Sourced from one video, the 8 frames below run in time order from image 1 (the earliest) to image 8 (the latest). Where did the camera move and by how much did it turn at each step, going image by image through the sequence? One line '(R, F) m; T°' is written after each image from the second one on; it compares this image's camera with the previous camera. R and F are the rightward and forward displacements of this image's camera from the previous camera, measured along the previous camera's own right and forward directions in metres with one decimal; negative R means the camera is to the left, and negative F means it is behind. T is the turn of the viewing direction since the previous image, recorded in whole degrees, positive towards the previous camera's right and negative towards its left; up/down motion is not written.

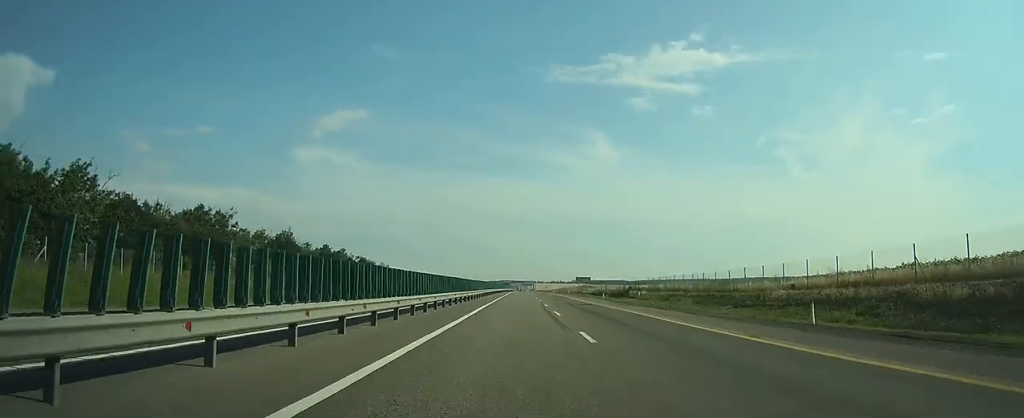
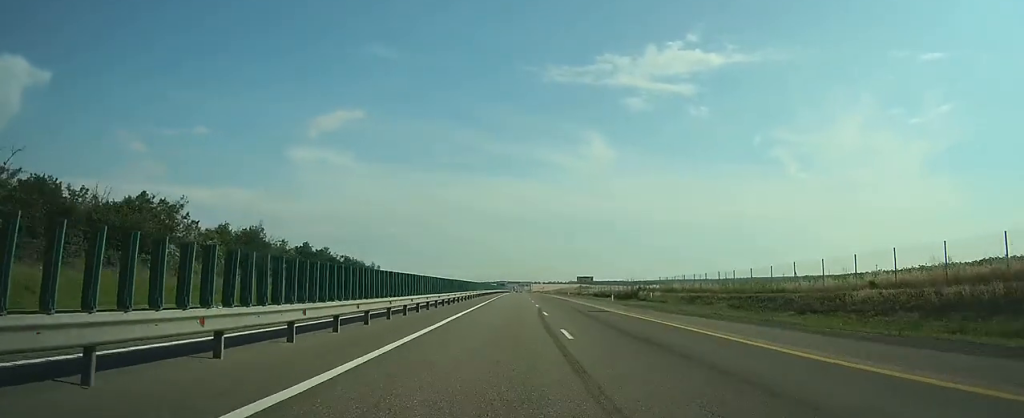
(0.0, +11.0) m; 0°
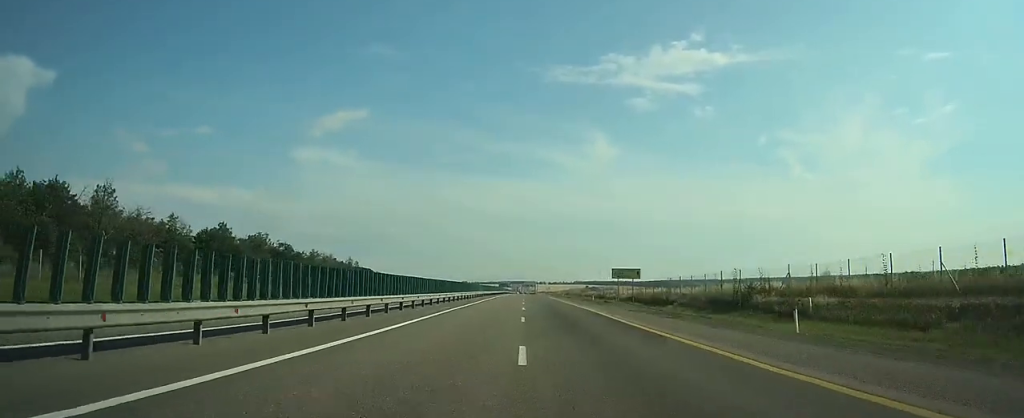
(+0.3, +40.4) m; 0°
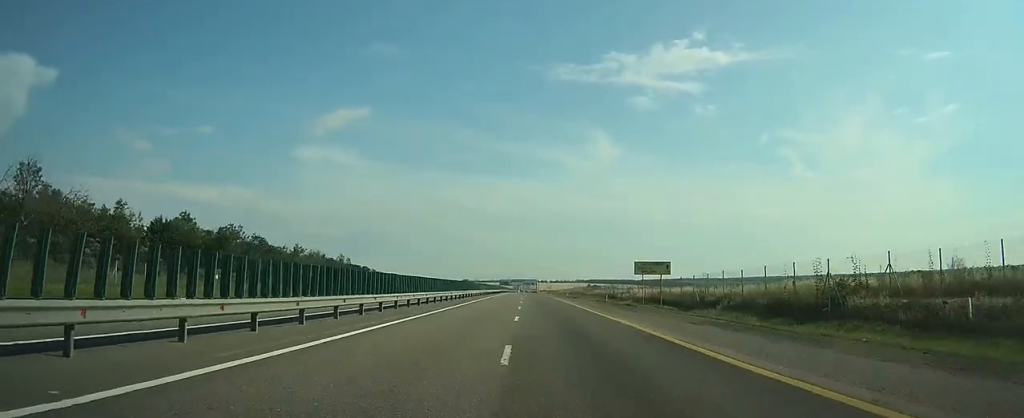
(0.0, +12.0) m; 0°
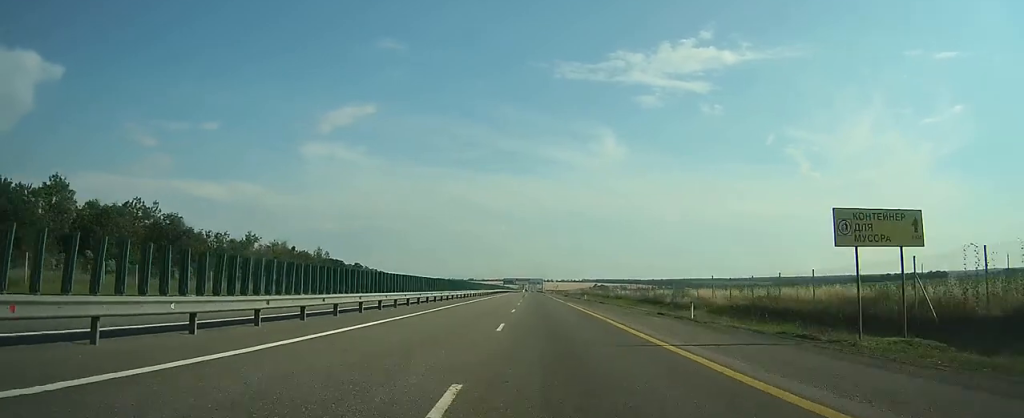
(-0.1, +28.9) m; -1°
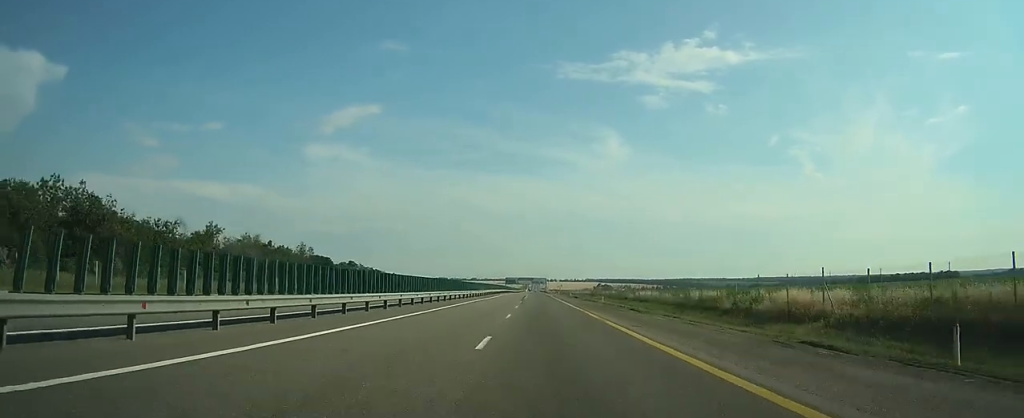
(-0.1, +16.9) m; 0°
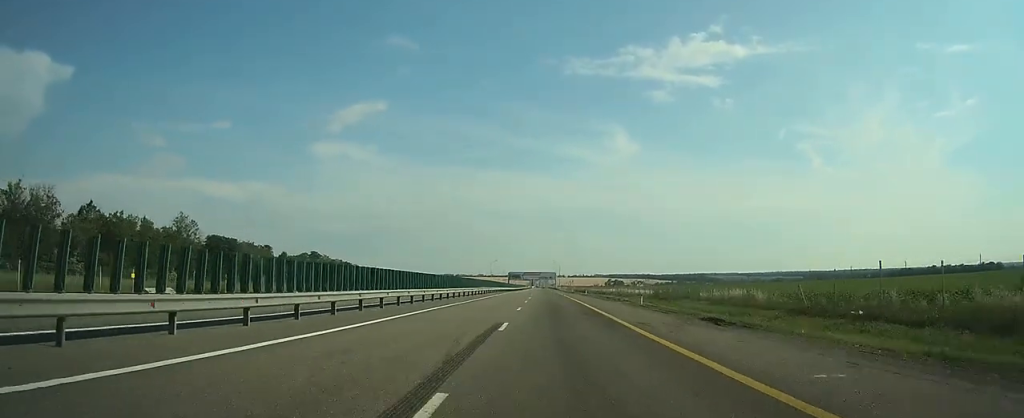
(-0.5, +68.1) m; 0°
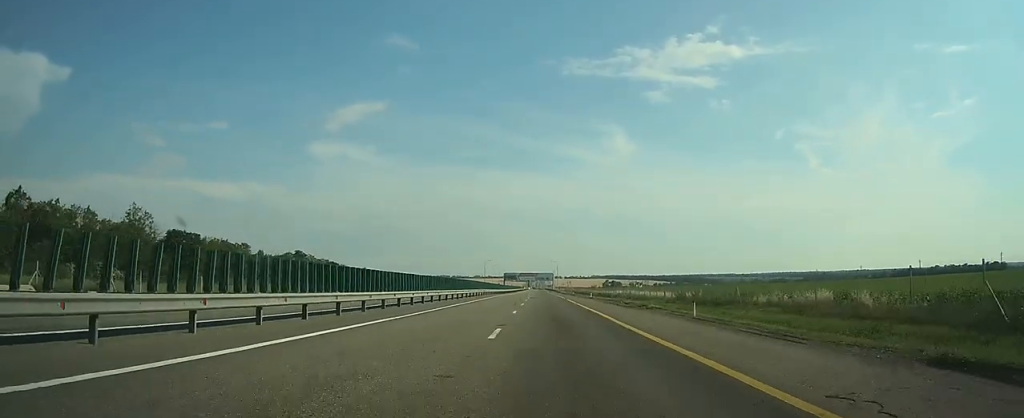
(0.0, +14.2) m; 0°
